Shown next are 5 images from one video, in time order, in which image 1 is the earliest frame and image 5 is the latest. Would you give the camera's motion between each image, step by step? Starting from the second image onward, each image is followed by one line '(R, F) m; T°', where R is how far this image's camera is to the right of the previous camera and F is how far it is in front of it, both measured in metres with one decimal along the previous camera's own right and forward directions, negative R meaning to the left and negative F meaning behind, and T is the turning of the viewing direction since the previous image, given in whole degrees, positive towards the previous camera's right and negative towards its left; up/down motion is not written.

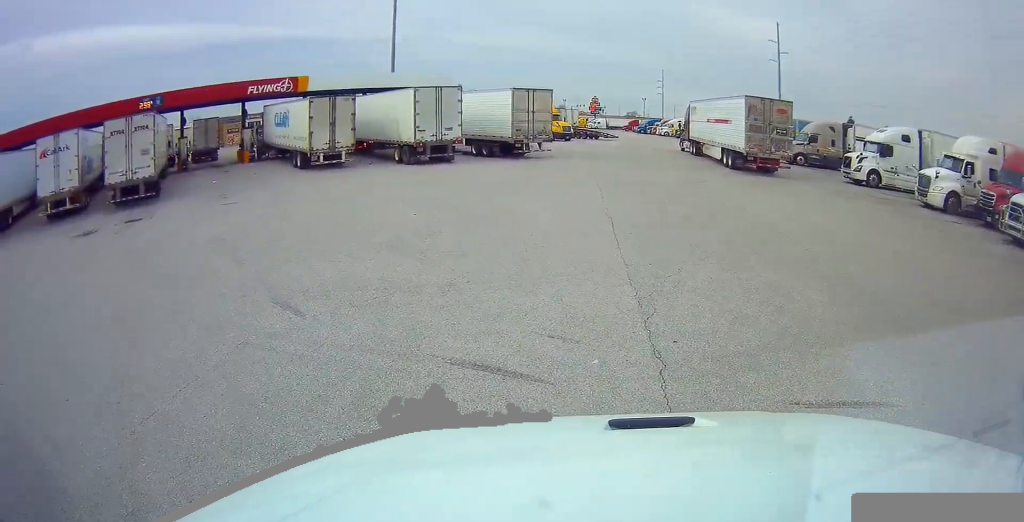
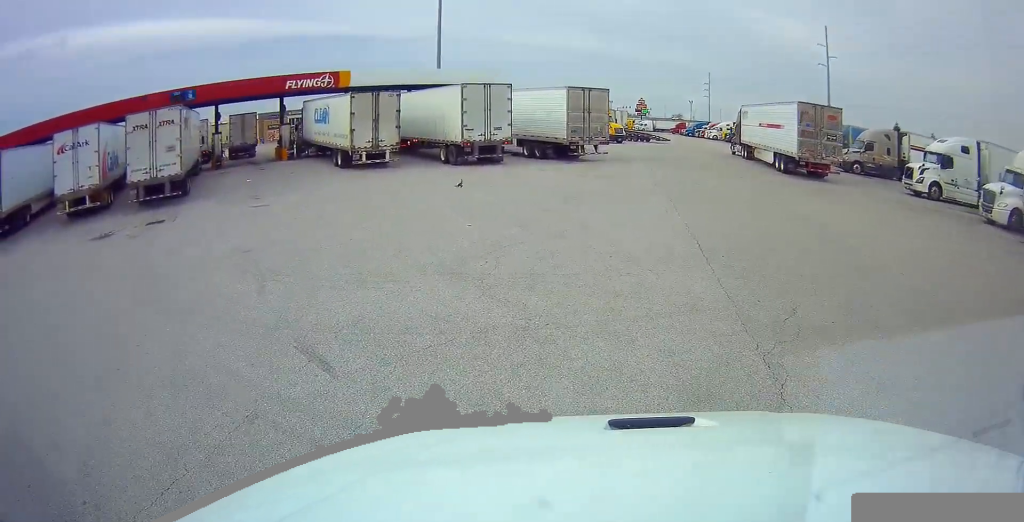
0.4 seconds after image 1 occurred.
(+0.1, +1.8) m; -4°
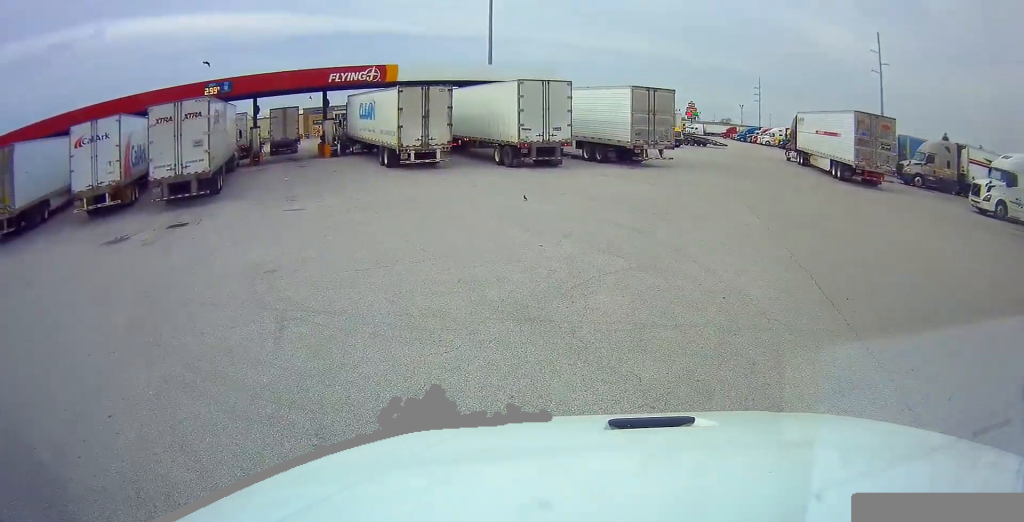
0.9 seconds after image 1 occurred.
(-0.2, +2.1) m; -2°
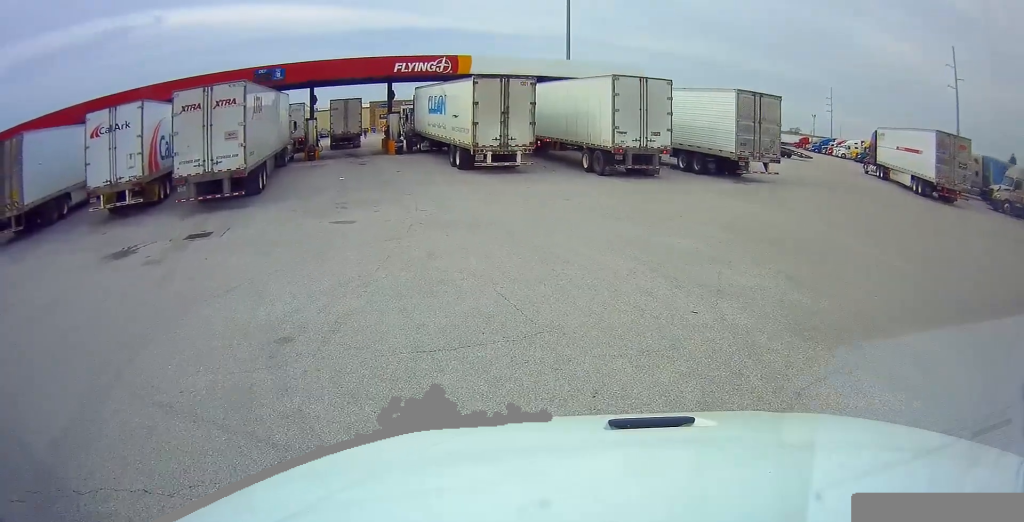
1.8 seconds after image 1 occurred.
(-0.3, +3.5) m; 0°
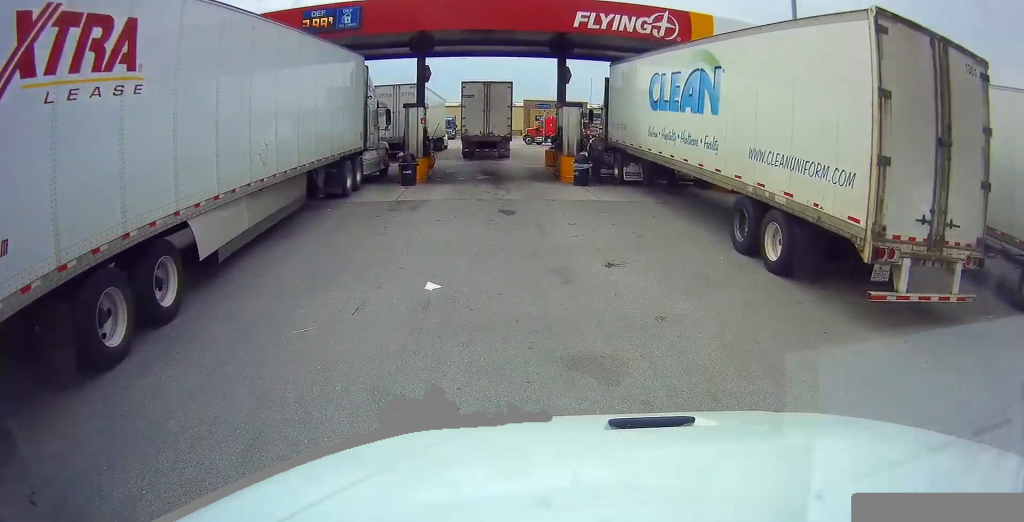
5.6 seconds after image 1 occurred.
(+1.2, +15.3) m; +2°
